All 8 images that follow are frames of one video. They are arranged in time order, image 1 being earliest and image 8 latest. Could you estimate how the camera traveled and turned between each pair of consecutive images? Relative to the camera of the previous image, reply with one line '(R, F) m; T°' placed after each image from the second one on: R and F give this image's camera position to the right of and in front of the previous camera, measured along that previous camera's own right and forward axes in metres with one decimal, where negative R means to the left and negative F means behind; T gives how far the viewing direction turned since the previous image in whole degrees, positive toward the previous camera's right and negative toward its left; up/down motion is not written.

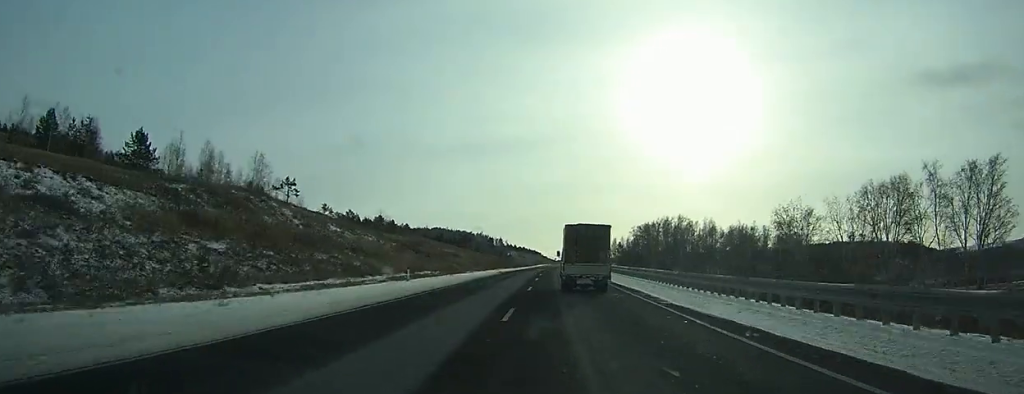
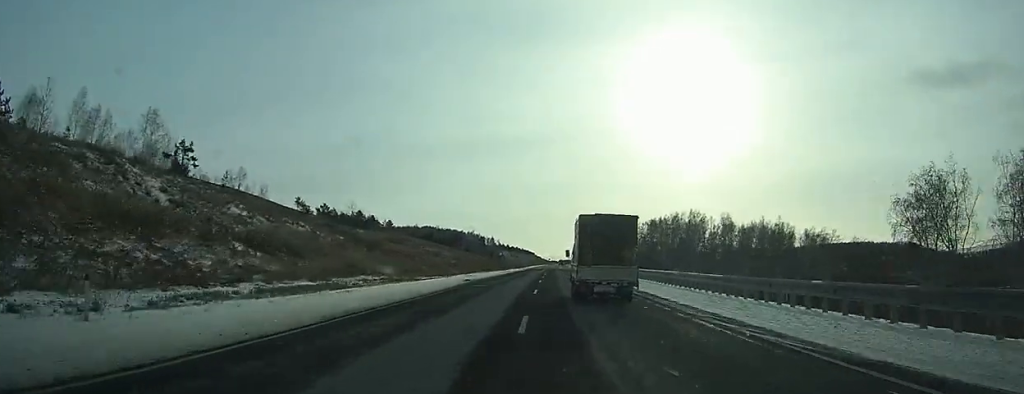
(+0.2, +25.5) m; +1°
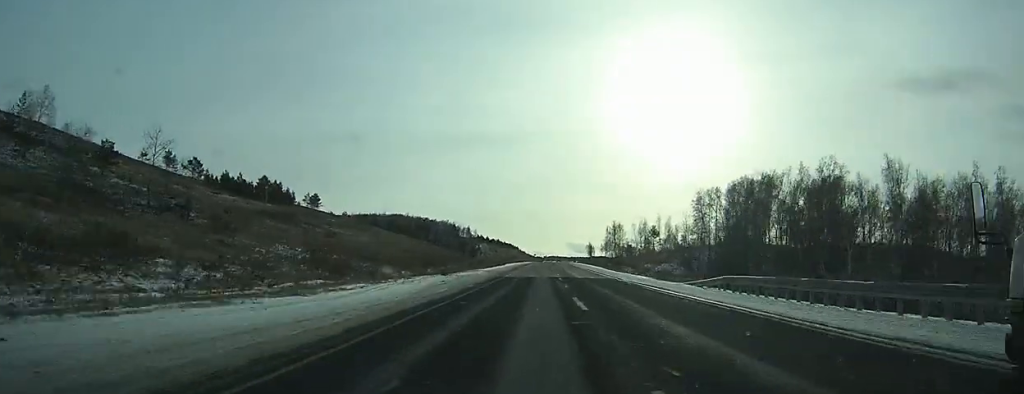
(+1.7, +89.4) m; +2°
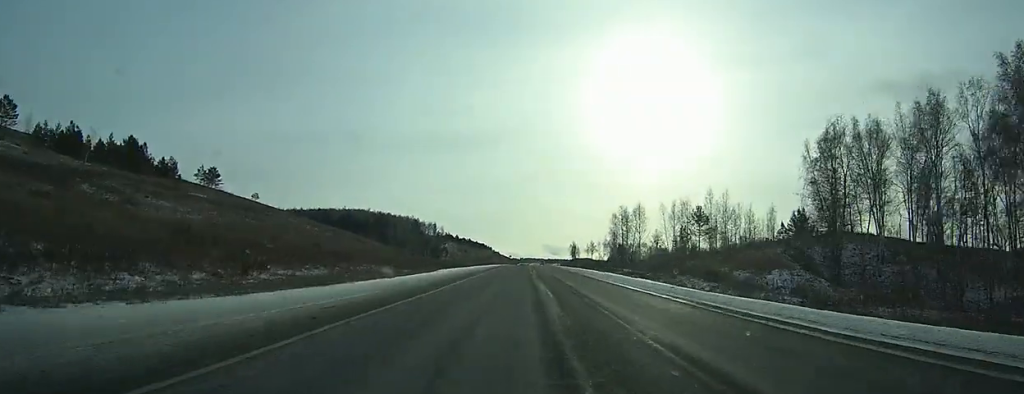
(+0.8, +63.5) m; +1°
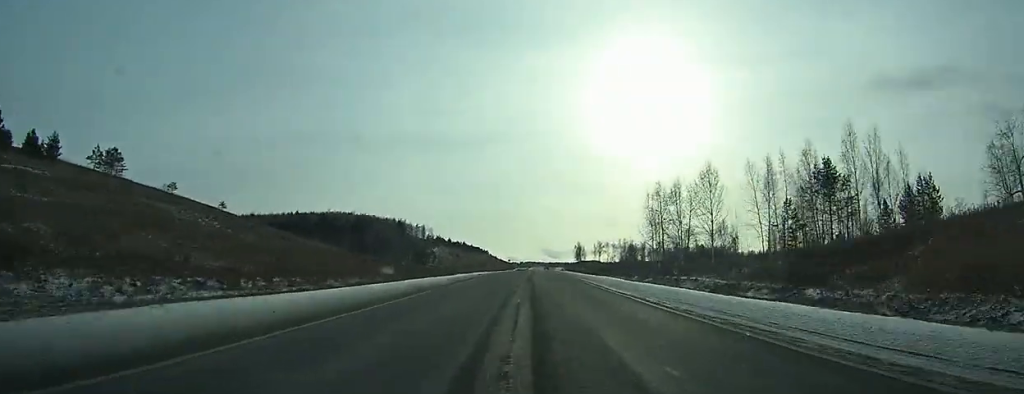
(+0.2, +44.3) m; 0°
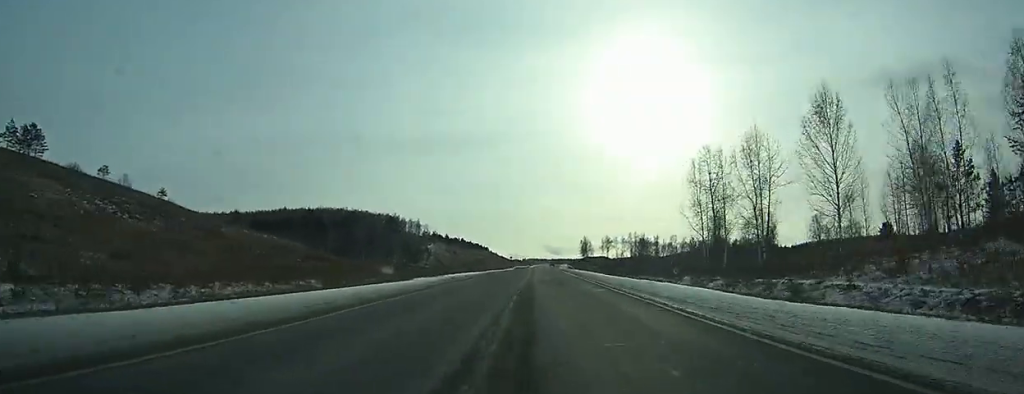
(-0.1, +25.9) m; 0°
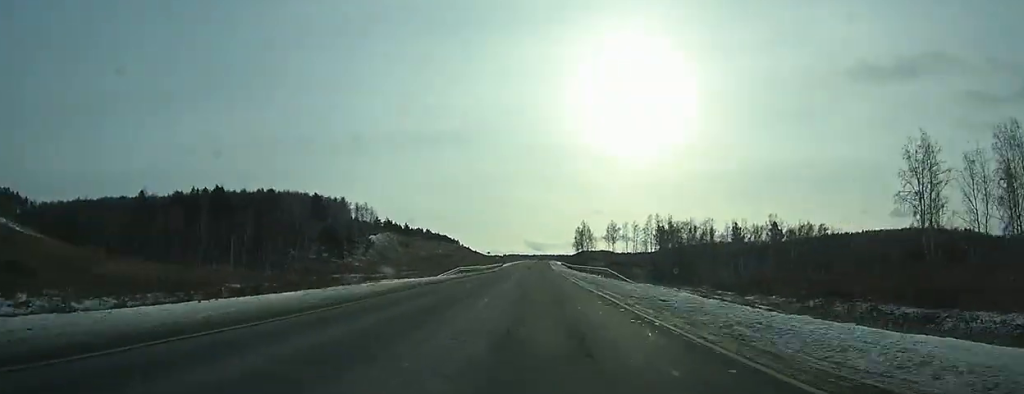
(+0.9, +79.9) m; +1°
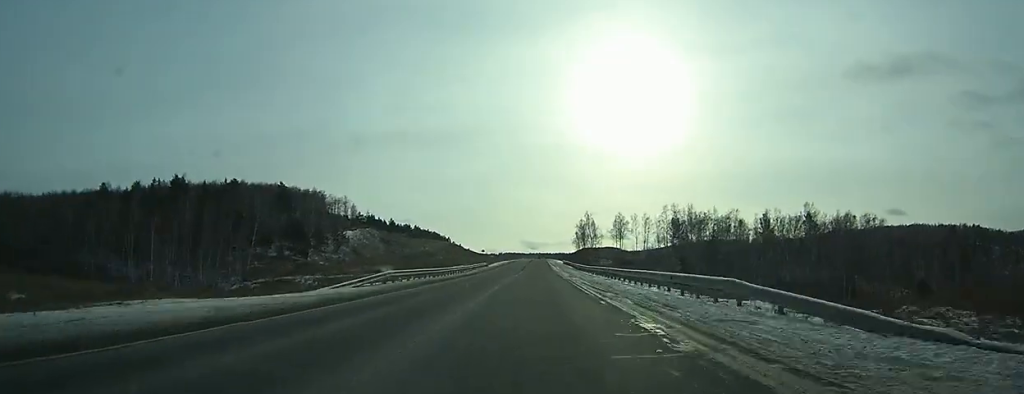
(+0.1, +28.0) m; 0°
